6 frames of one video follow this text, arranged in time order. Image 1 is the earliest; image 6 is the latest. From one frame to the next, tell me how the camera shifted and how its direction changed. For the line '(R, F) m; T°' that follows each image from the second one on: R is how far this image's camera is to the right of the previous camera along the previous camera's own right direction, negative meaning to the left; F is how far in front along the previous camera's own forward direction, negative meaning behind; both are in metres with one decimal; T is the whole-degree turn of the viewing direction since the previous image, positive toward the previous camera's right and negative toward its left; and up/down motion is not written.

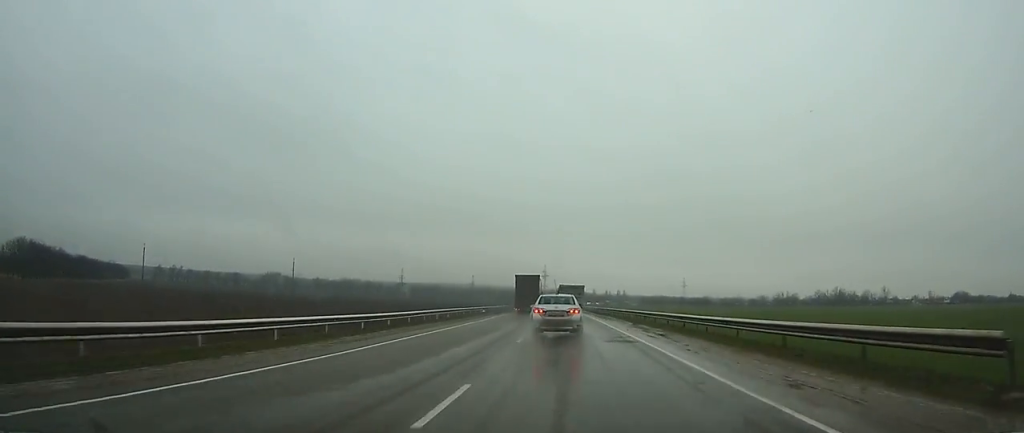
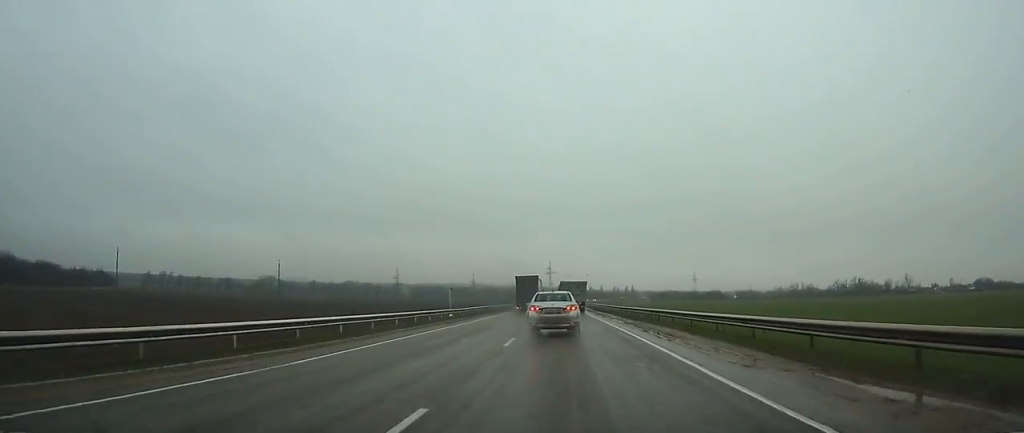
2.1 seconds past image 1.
(-0.1, +24.6) m; 0°
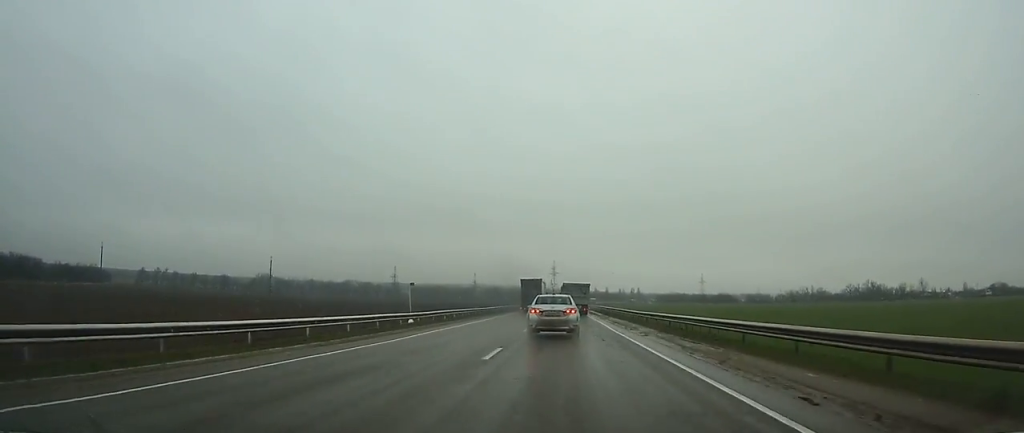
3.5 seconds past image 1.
(0.0, +15.0) m; 0°
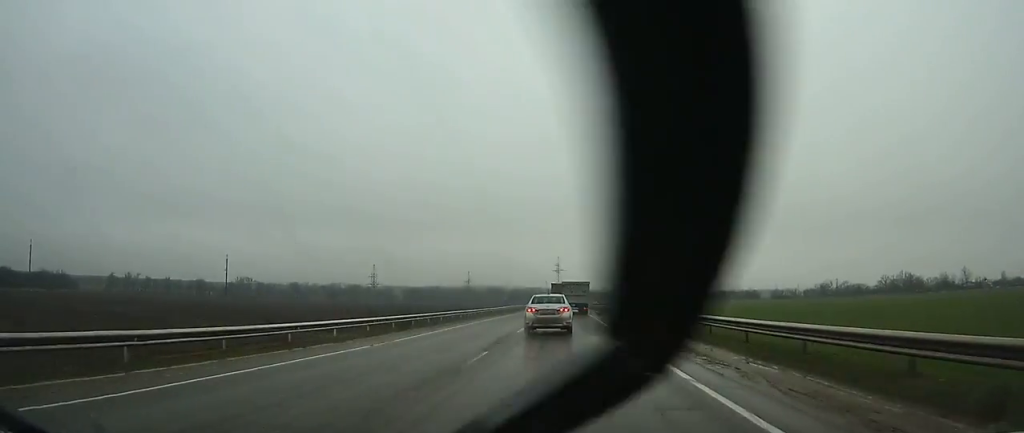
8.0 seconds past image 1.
(-0.2, +48.9) m; 0°
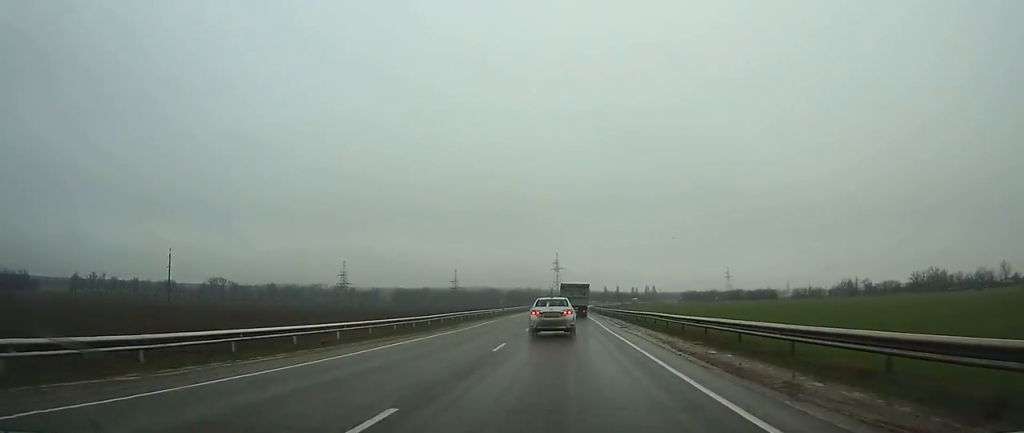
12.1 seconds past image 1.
(+0.1, +43.5) m; -1°
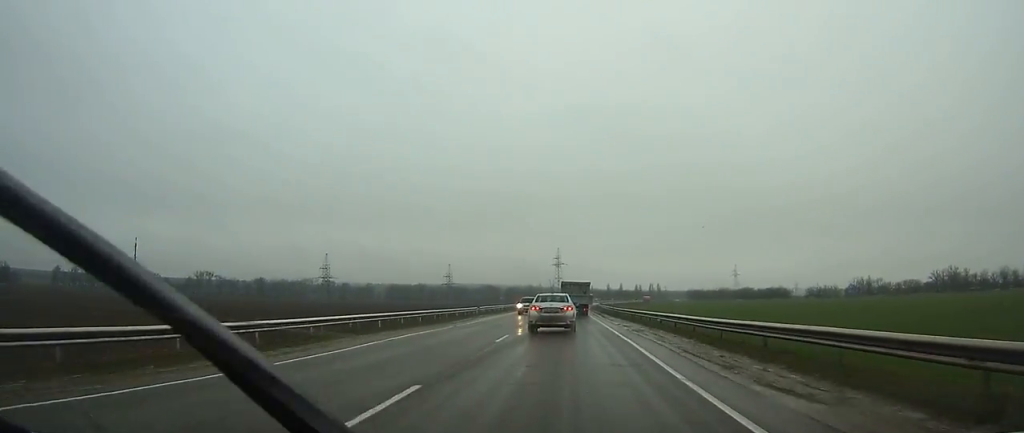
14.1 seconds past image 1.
(-0.2, +22.6) m; -1°
